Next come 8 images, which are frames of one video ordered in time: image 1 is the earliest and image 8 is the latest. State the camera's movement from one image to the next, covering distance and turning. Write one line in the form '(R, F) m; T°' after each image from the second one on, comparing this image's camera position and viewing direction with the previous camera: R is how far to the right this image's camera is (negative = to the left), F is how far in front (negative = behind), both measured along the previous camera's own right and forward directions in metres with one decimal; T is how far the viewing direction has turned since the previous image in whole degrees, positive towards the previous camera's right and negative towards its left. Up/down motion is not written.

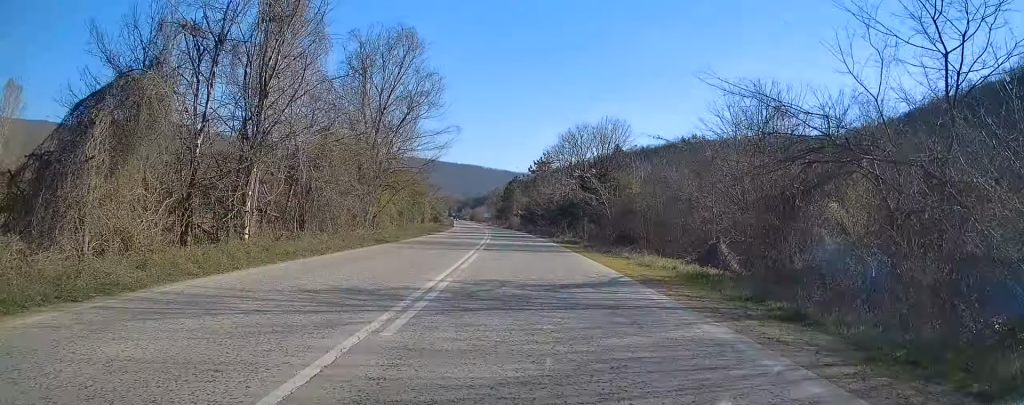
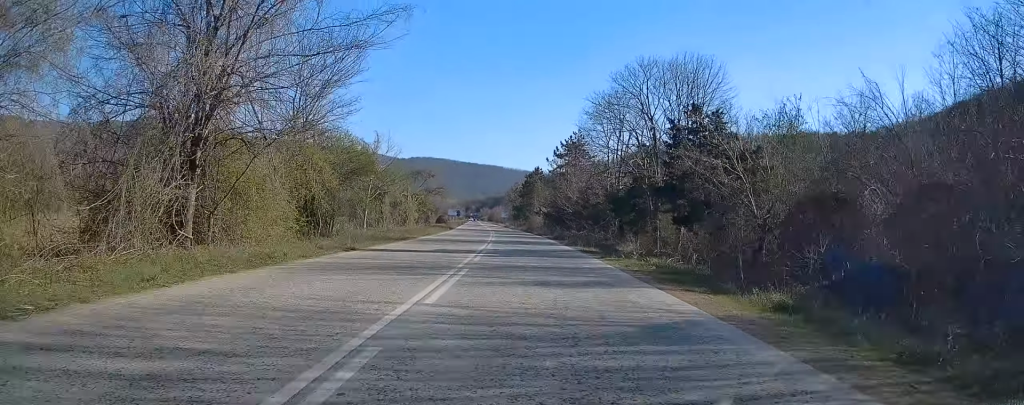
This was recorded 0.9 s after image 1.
(-0.4, +24.5) m; -2°
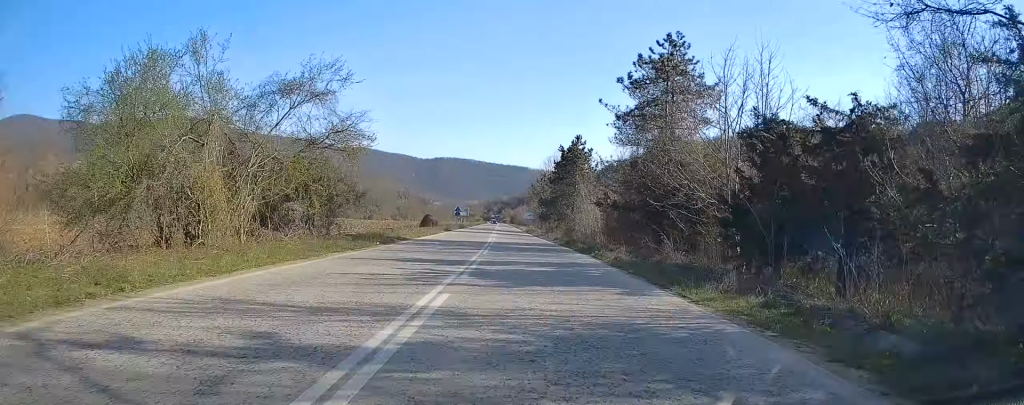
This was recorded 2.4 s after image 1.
(-0.8, +40.3) m; -2°
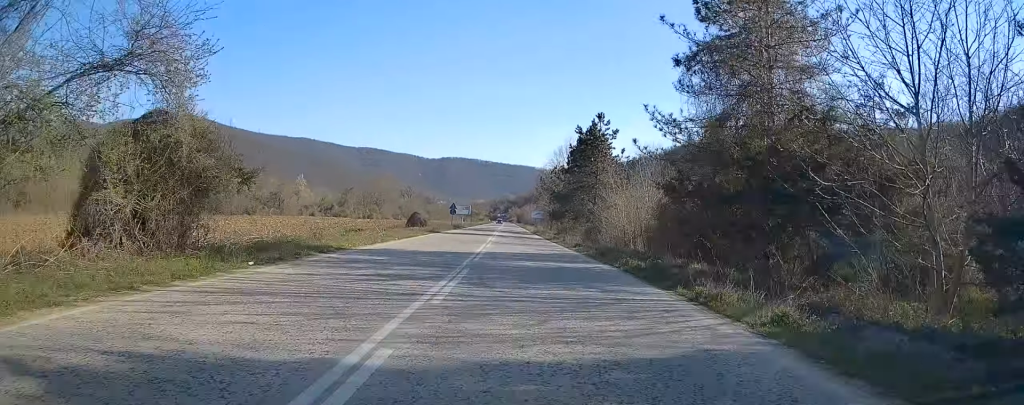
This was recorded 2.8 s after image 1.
(-0.2, +13.0) m; -1°
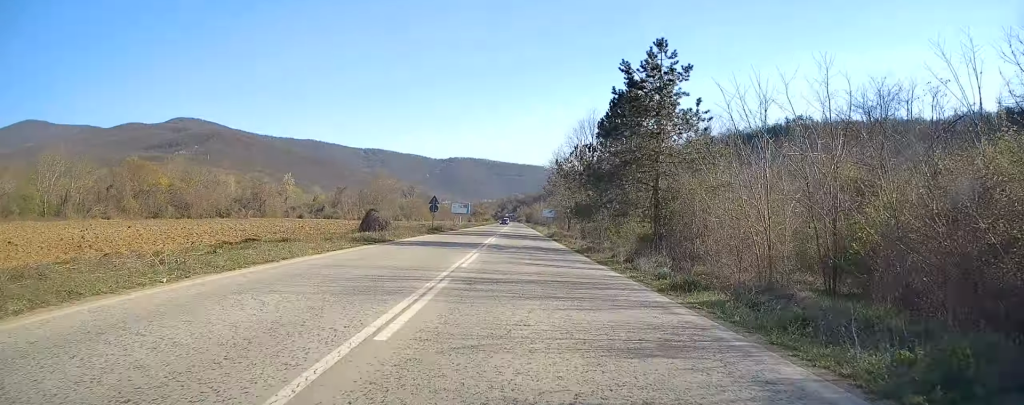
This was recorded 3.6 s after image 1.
(-0.2, +20.6) m; -1°
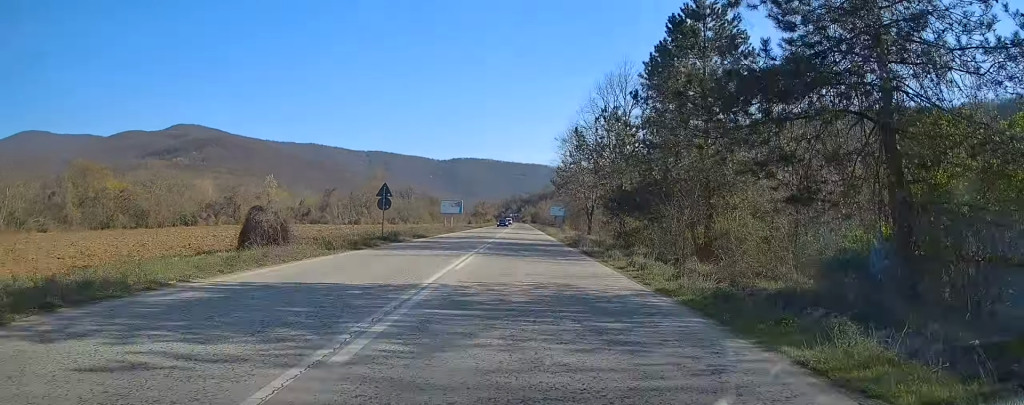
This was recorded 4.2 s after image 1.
(-0.2, +18.9) m; 0°
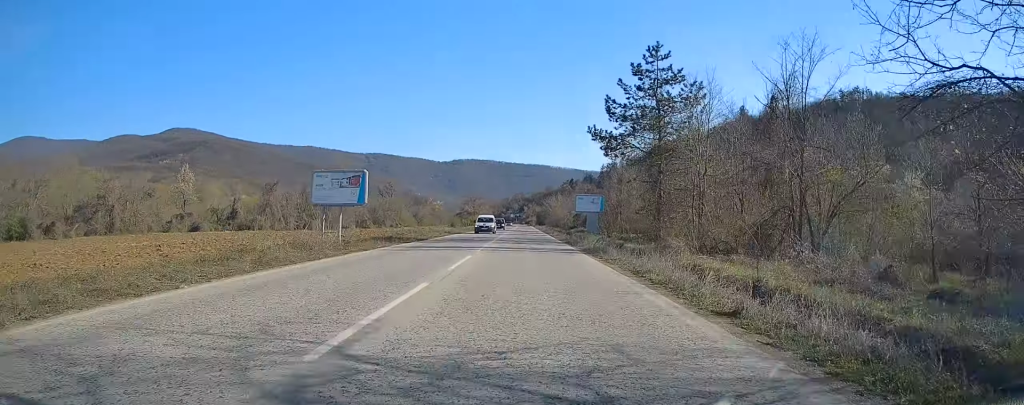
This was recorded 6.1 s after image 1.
(-0.5, +53.8) m; -1°
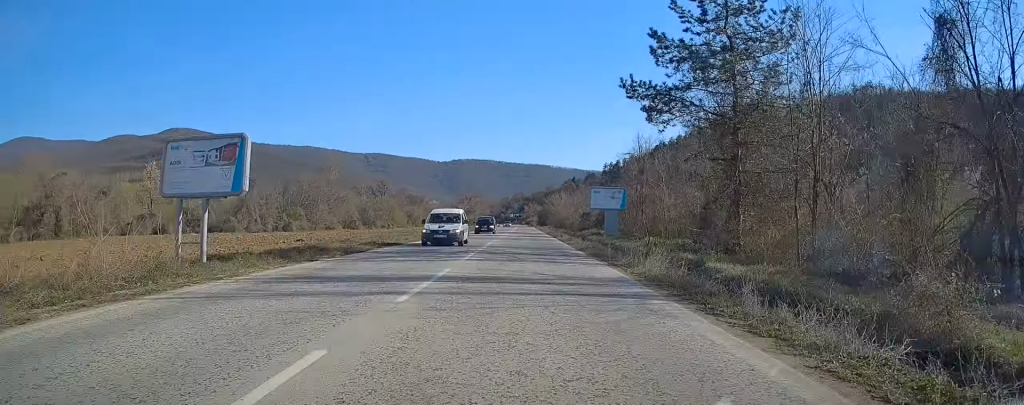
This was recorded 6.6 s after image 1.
(0.0, +14.5) m; 0°
